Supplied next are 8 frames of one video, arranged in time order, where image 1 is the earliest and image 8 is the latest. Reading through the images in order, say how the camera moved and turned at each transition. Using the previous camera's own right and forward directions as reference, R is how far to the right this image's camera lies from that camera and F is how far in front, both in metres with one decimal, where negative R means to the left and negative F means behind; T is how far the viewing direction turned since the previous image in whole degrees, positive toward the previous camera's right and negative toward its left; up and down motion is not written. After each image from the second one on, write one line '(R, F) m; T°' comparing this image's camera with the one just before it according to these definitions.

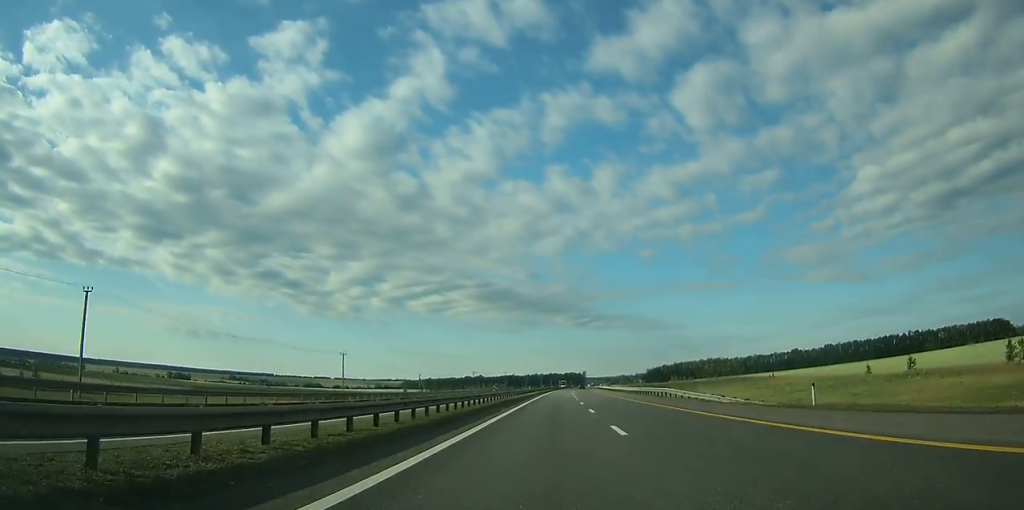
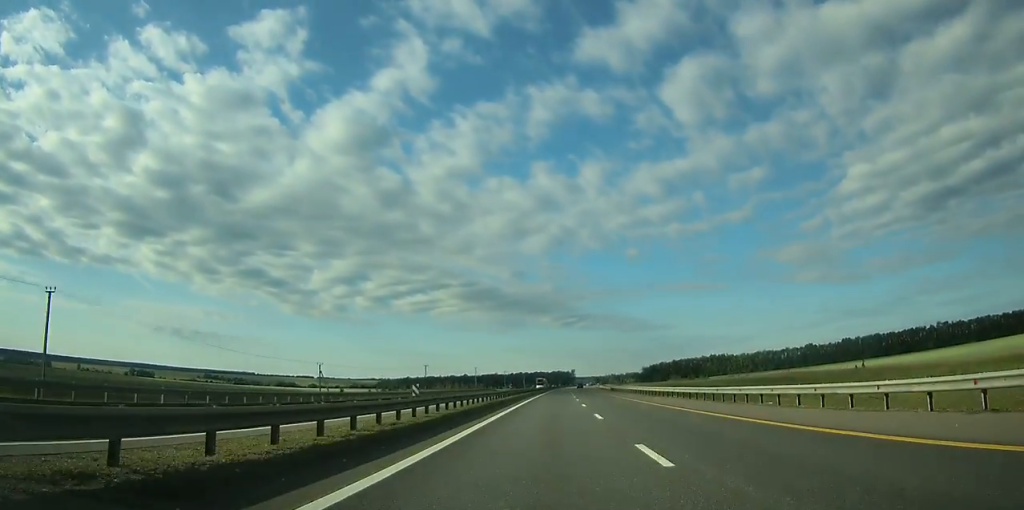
(+0.7, +64.0) m; +1°
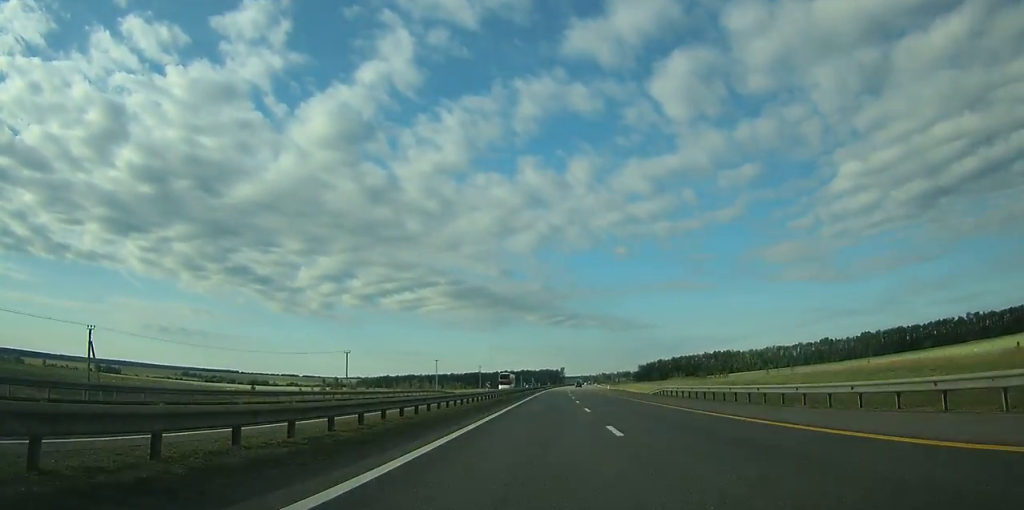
(+0.6, +56.7) m; +1°
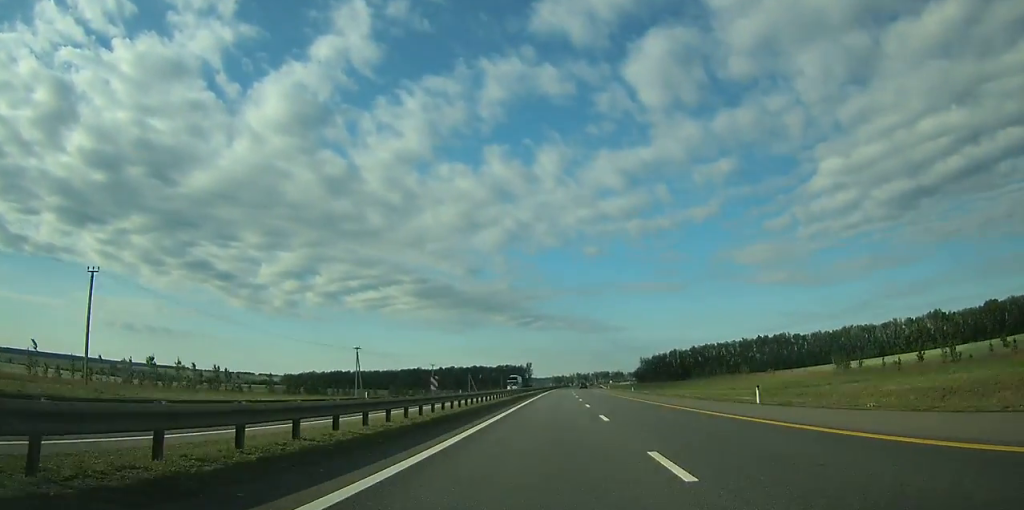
(+4.8, +196.6) m; +3°
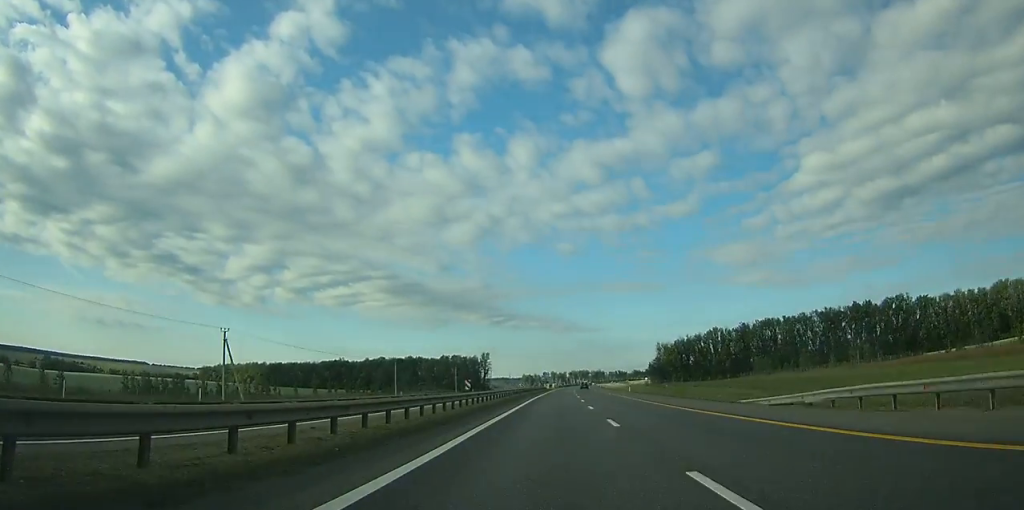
(+3.6, +151.0) m; +3°
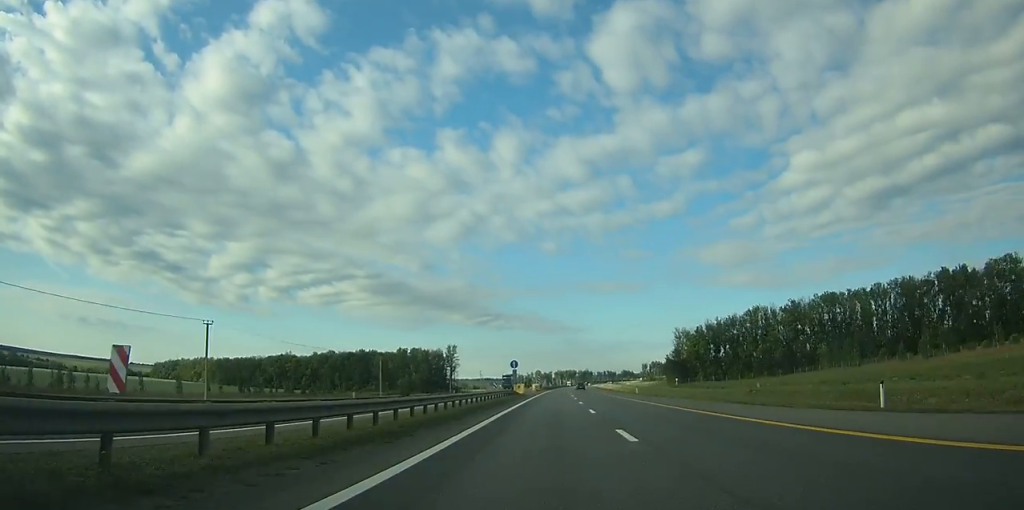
(+0.4, +66.4) m; +1°
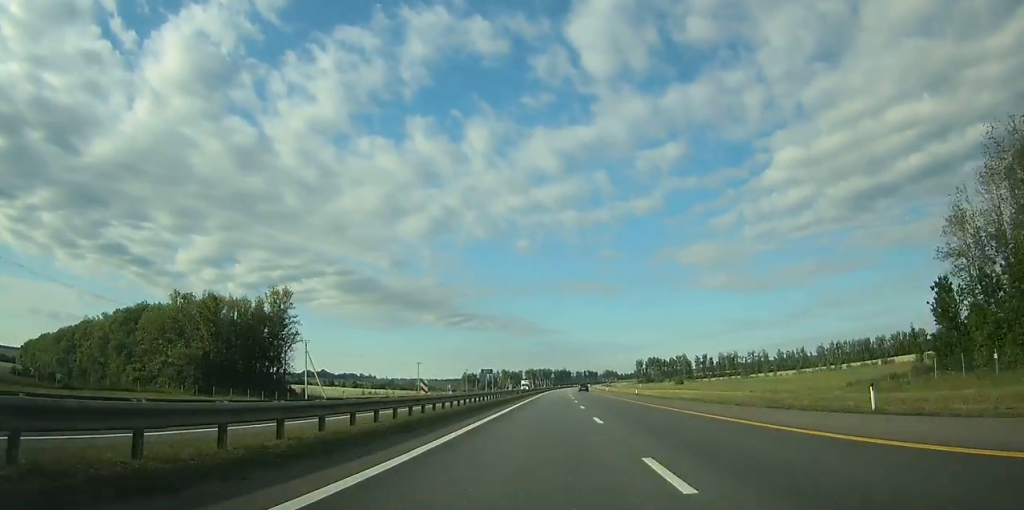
(+3.8, +150.6) m; +3°
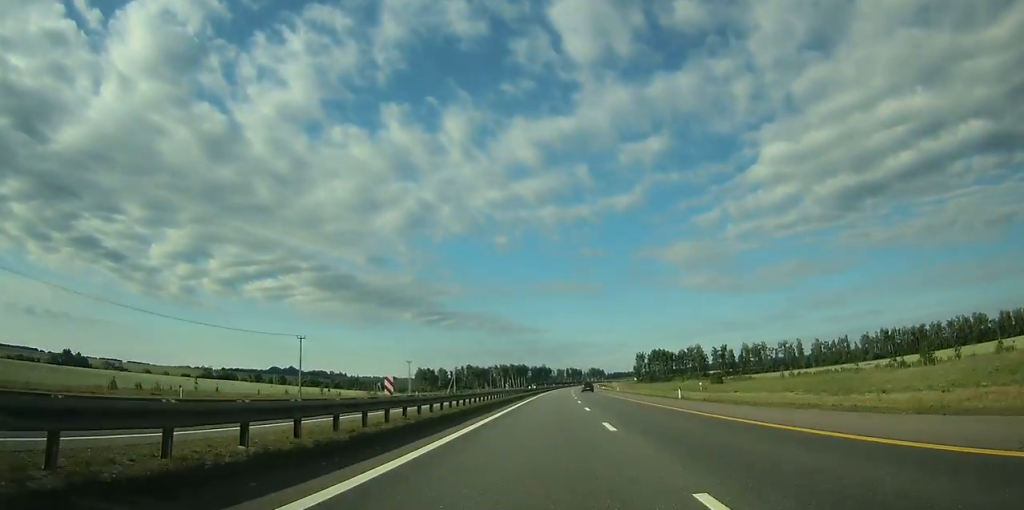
(+2.2, +114.5) m; +2°
